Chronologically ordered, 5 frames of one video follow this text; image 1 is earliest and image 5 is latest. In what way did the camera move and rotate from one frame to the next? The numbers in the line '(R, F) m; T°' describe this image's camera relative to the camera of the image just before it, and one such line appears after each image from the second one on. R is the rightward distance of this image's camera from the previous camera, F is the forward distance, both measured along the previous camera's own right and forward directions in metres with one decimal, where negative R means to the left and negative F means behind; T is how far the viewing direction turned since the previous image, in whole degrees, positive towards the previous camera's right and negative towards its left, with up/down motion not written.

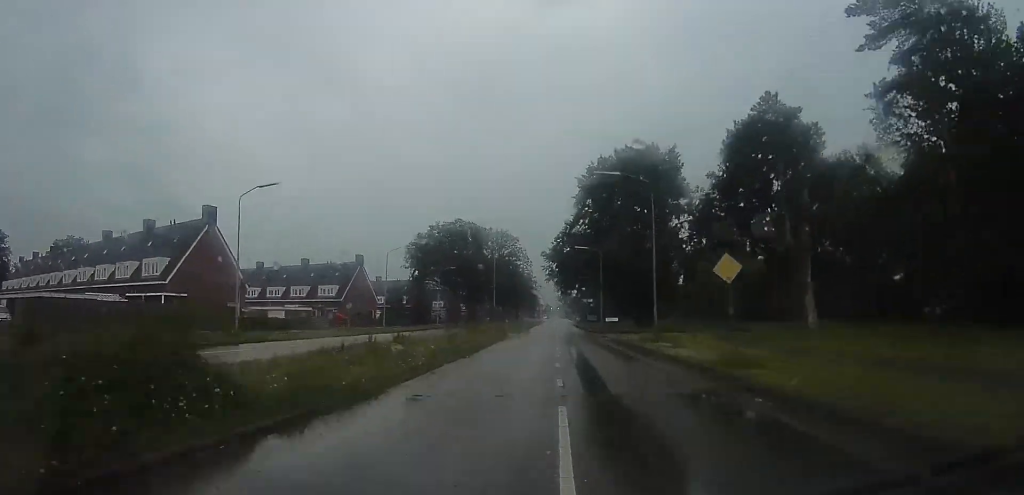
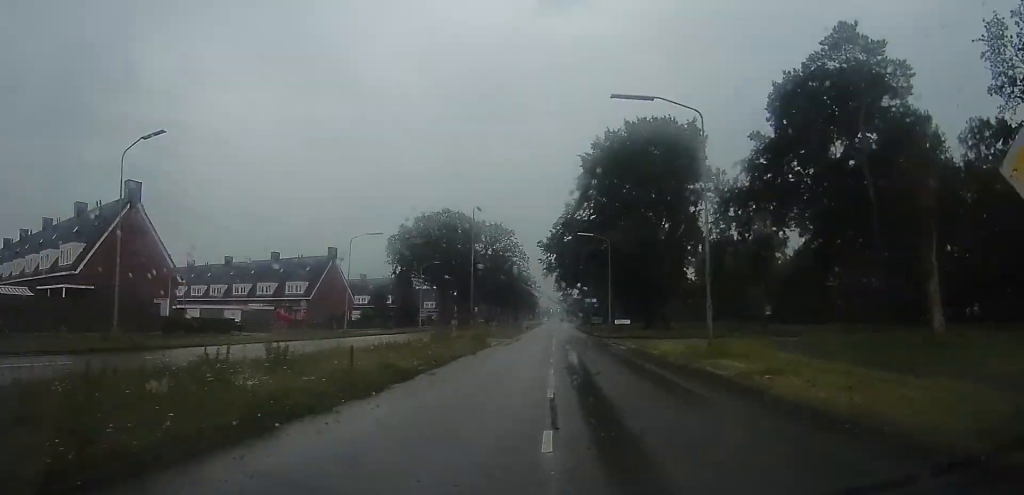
(0.0, +9.3) m; 0°
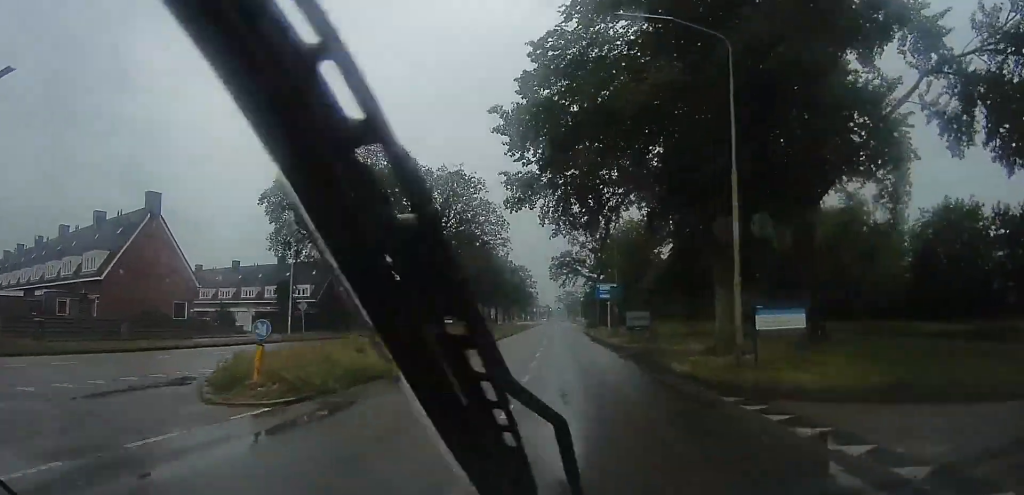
(0.0, +32.8) m; 0°
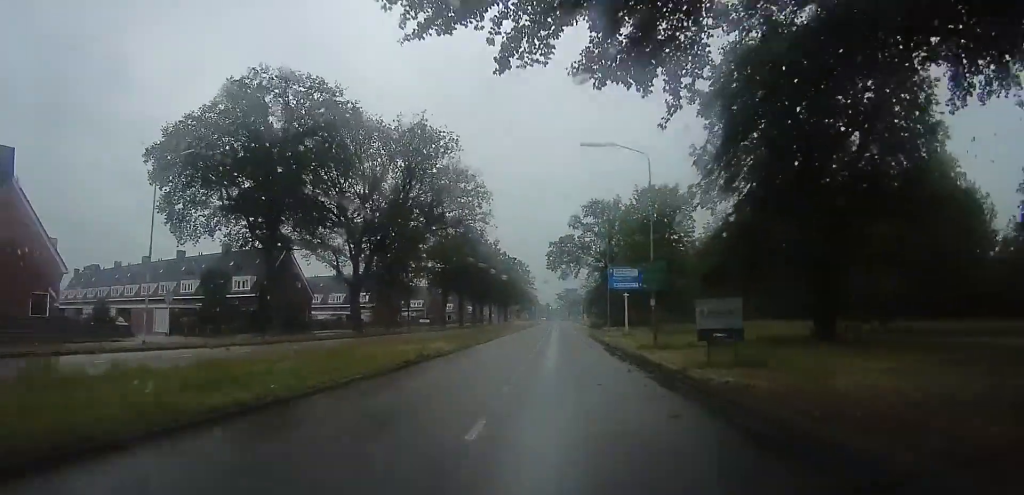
(0.0, +13.8) m; 0°
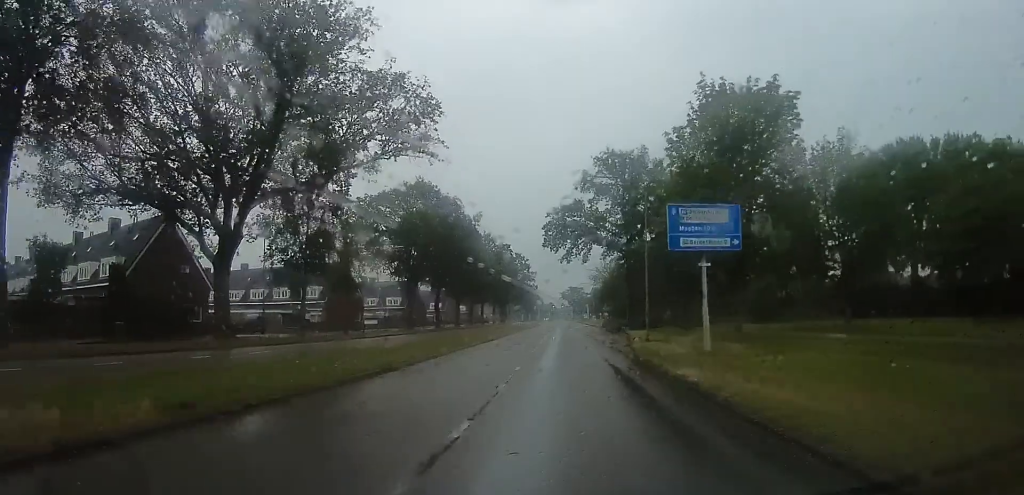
(0.0, +19.8) m; 0°
